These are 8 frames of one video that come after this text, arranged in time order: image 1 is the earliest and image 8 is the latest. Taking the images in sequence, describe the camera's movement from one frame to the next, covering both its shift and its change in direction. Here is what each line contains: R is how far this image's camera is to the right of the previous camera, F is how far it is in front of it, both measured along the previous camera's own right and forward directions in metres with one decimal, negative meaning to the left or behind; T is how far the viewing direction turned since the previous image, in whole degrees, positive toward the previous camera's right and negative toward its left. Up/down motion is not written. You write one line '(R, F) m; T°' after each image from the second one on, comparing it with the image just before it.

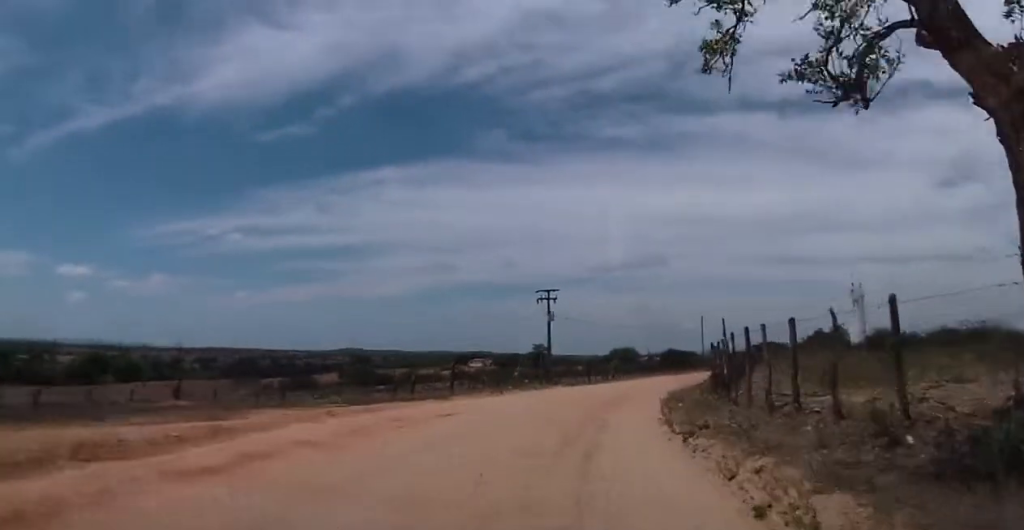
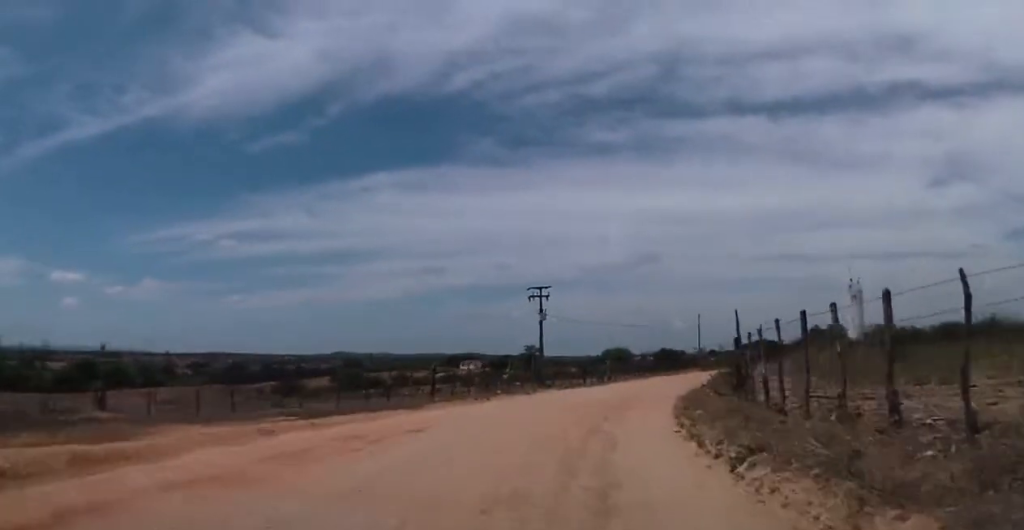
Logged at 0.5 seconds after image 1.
(+0.2, +2.7) m; +4°
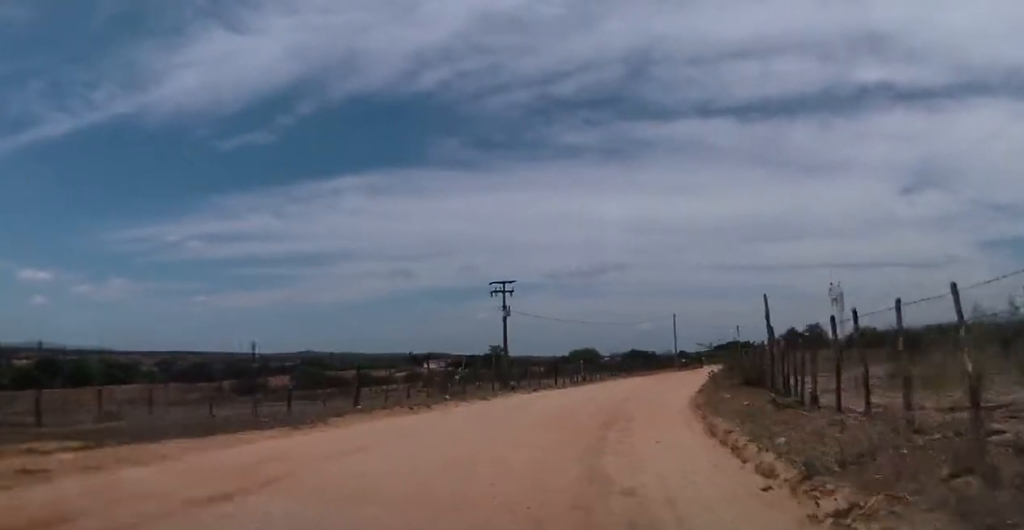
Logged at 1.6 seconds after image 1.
(+0.3, +6.0) m; +4°
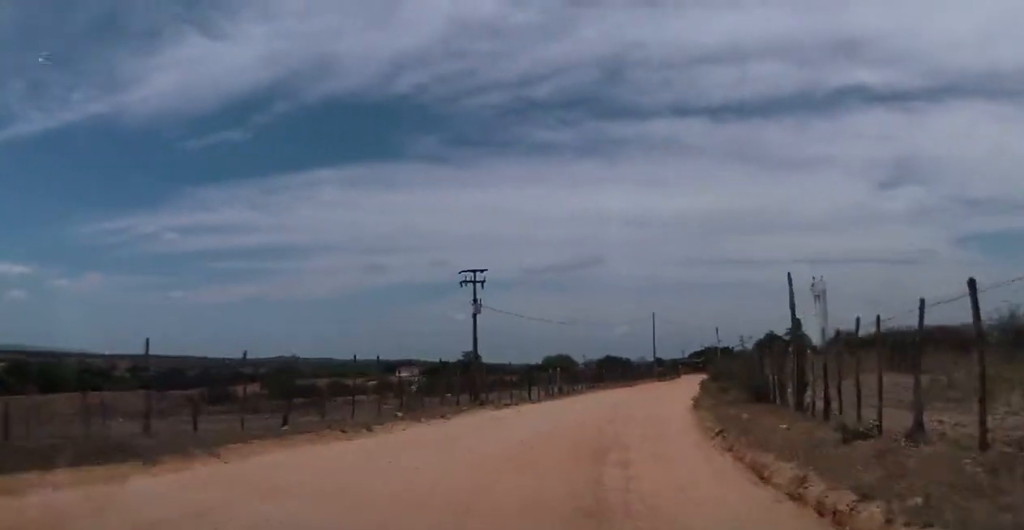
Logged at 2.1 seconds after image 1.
(0.0, +3.3) m; +1°
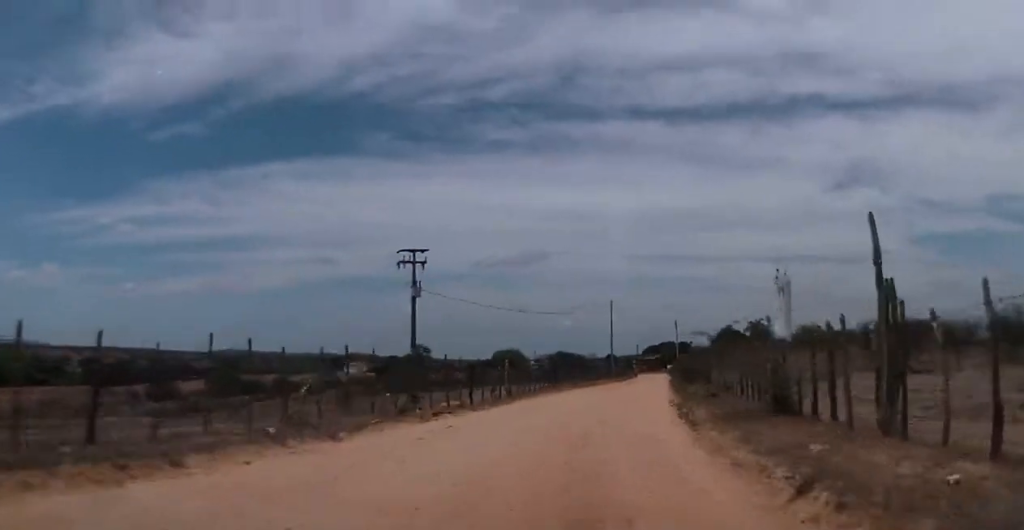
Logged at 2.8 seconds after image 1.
(+0.1, +5.7) m; +1°
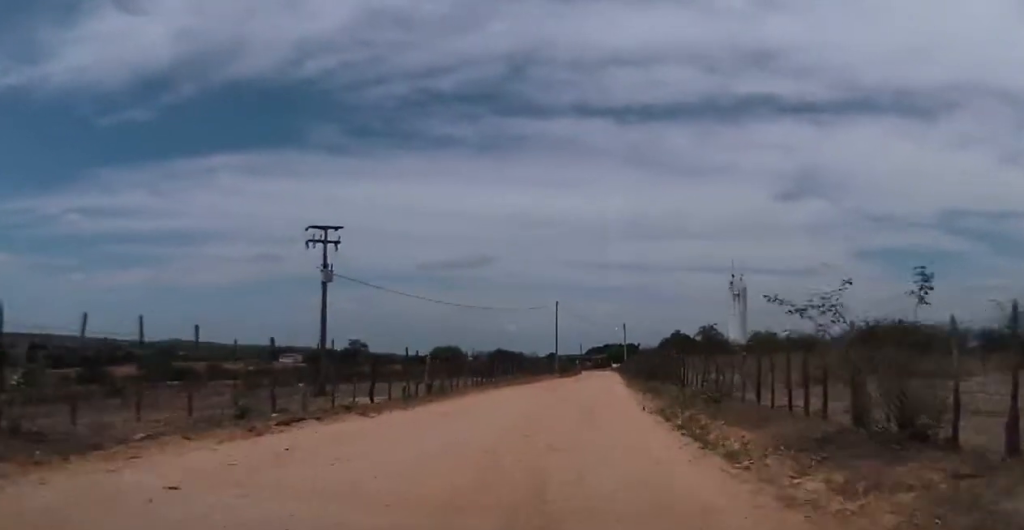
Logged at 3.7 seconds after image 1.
(+0.1, +7.2) m; +3°
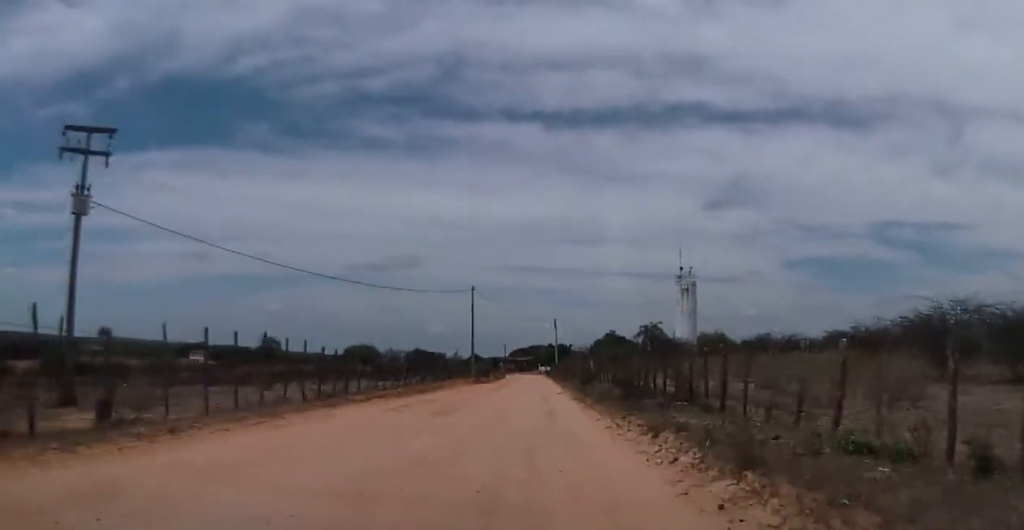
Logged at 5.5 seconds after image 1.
(+1.5, +16.1) m; +10°
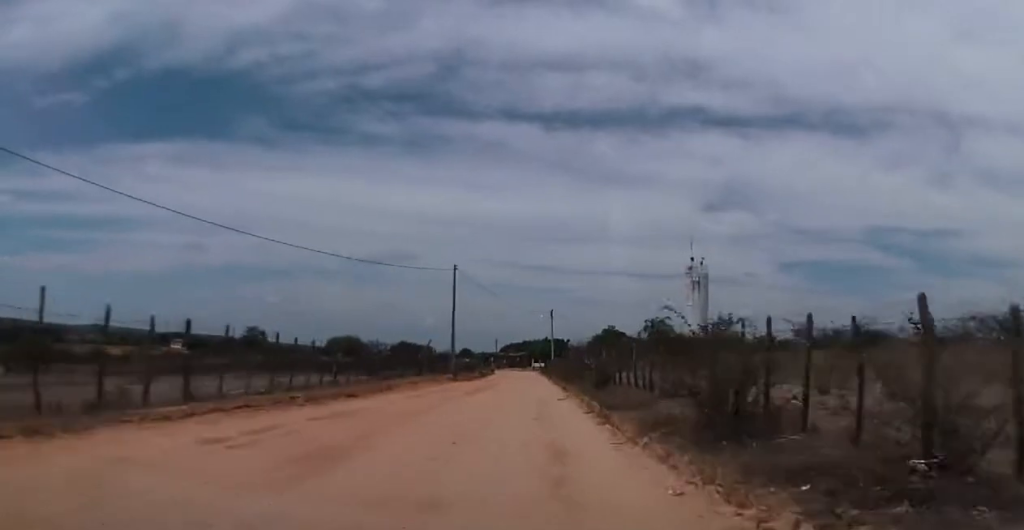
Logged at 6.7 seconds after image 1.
(+0.3, +10.6) m; 0°
